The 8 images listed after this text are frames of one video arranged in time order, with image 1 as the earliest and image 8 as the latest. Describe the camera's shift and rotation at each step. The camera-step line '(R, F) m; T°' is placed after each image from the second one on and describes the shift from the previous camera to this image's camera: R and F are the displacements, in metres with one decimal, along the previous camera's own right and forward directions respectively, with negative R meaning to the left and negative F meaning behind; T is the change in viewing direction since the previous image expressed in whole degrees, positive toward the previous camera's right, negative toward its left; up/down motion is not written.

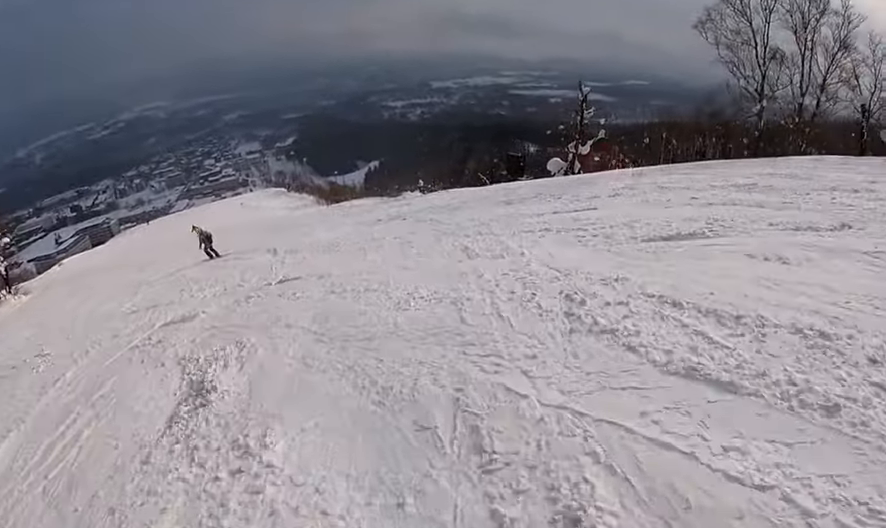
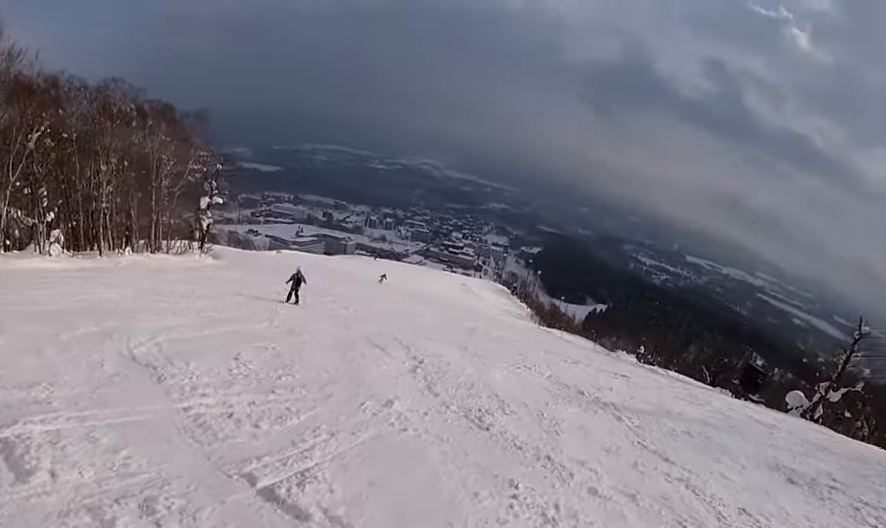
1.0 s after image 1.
(-0.4, +6.2) m; -15°
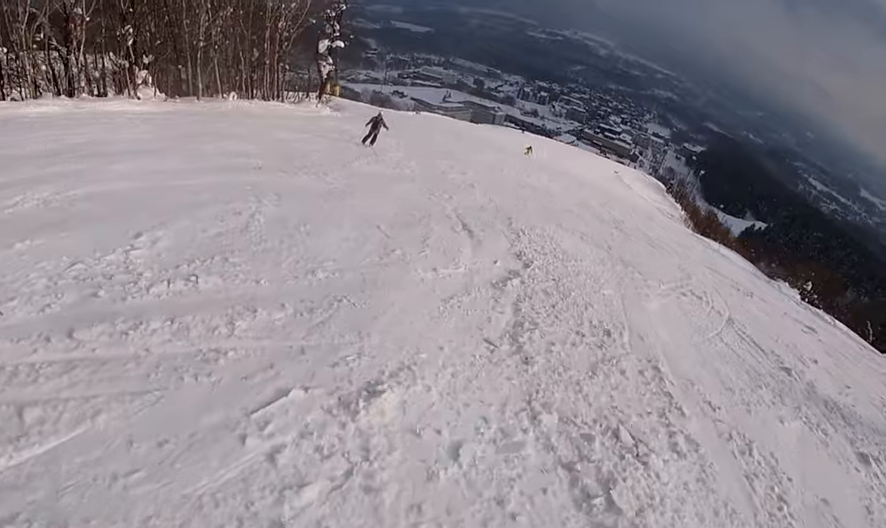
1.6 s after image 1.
(-0.7, +4.0) m; -8°
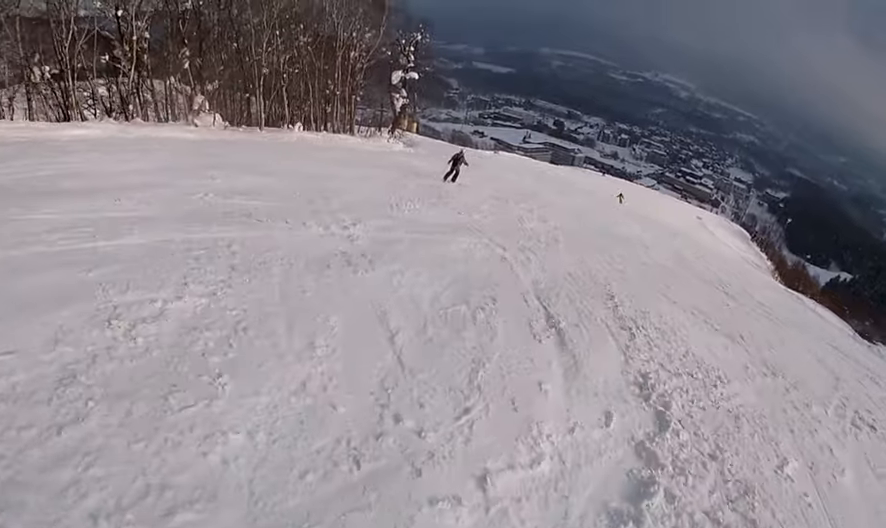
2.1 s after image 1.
(-0.3, +2.9) m; -5°
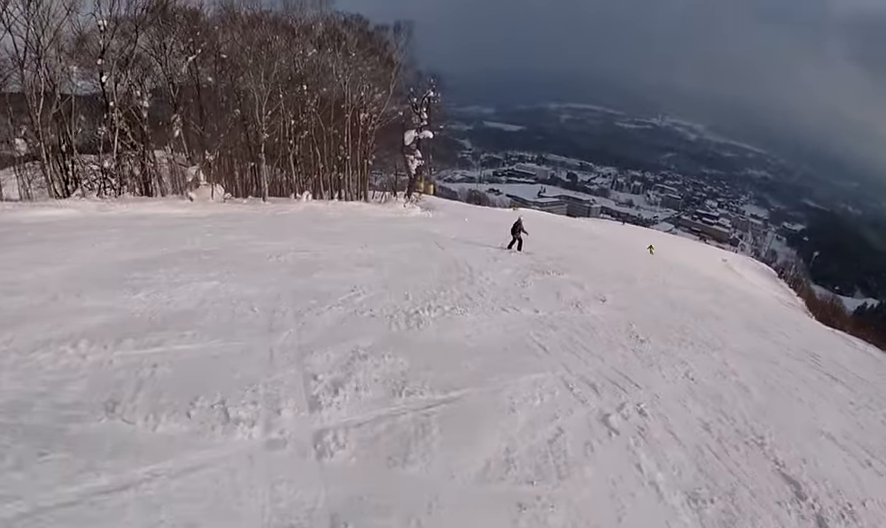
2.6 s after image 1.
(0.0, +3.3) m; +7°
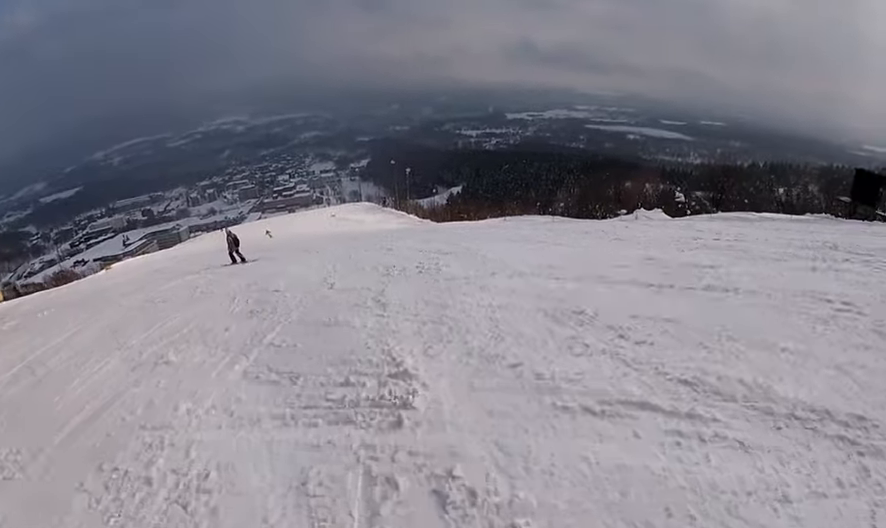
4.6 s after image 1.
(+2.7, +9.8) m; +21°
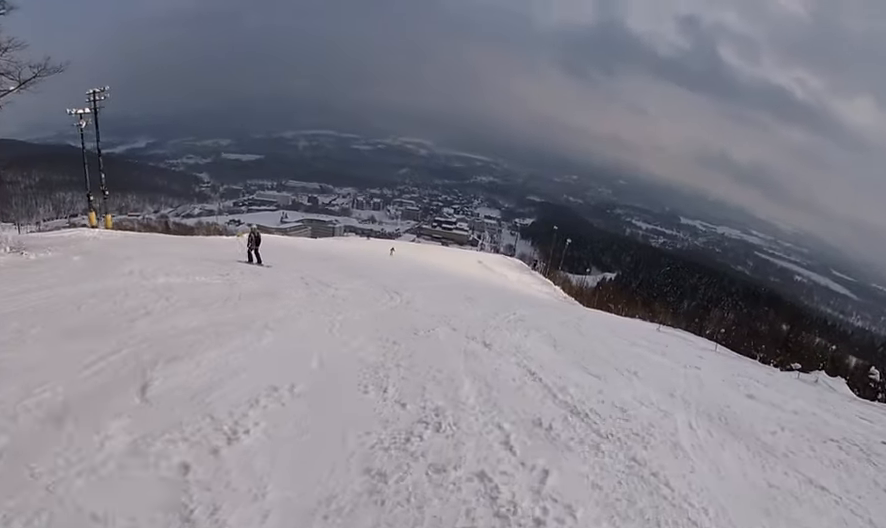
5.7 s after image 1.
(-0.3, +5.1) m; -3°
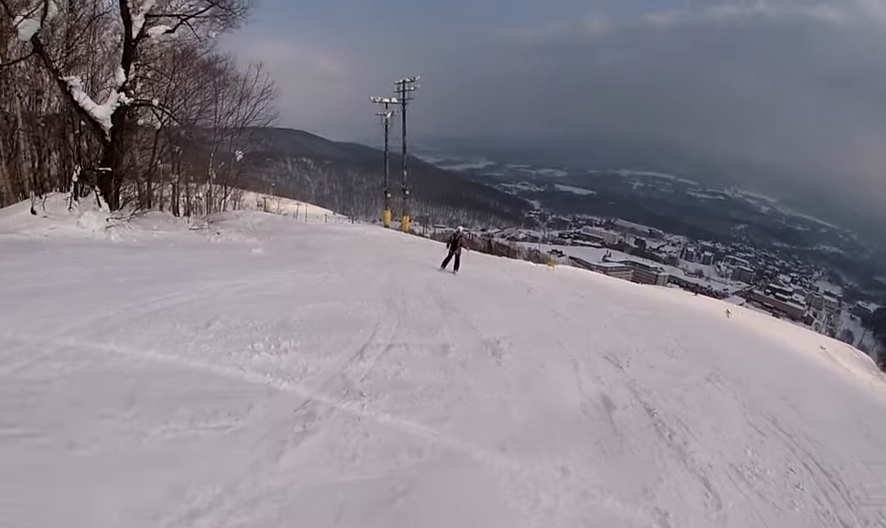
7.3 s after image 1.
(-0.4, +7.6) m; -20°
